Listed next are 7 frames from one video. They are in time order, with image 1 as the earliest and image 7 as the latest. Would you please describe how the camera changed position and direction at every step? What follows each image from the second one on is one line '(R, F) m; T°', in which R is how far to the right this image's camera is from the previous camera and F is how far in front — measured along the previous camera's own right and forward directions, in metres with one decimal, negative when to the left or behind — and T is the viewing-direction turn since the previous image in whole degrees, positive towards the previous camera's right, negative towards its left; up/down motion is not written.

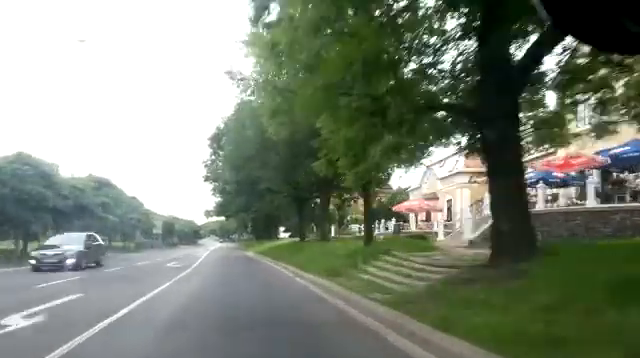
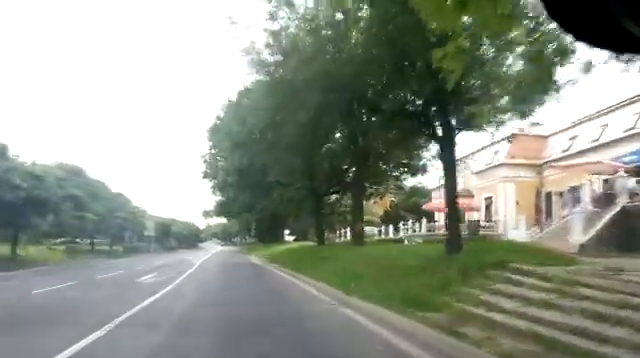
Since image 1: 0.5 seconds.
(+0.1, +7.4) m; 0°
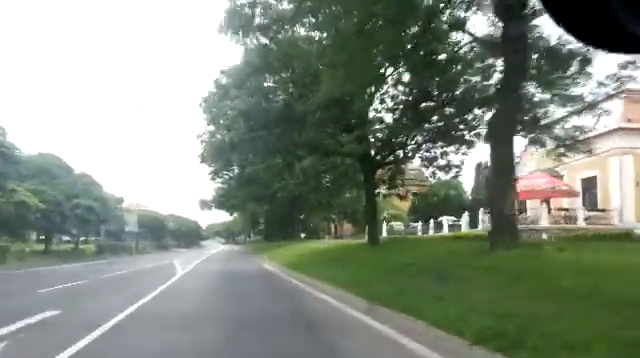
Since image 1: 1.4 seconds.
(0.0, +11.9) m; -1°
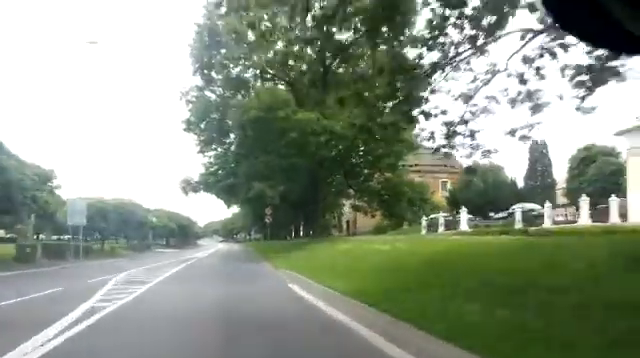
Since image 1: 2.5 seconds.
(-0.2, +14.6) m; 0°
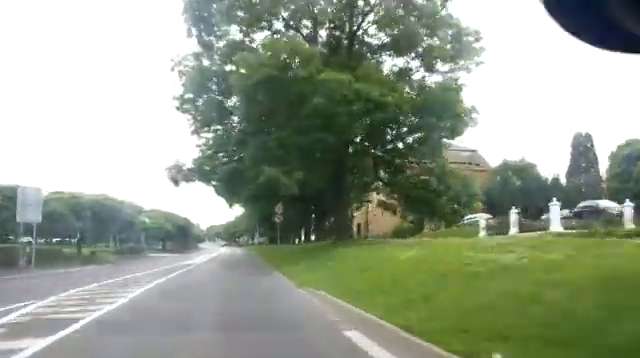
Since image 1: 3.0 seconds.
(-0.1, +7.4) m; 0°
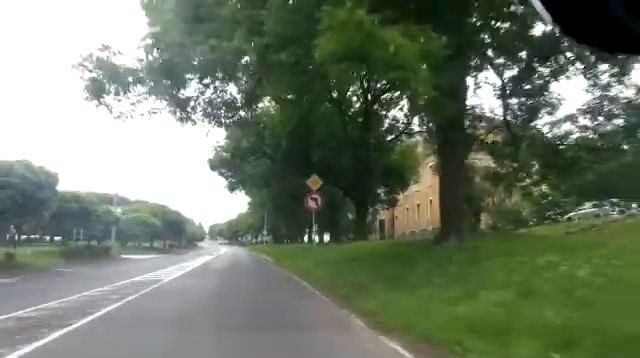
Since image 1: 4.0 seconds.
(+0.3, +14.6) m; +1°
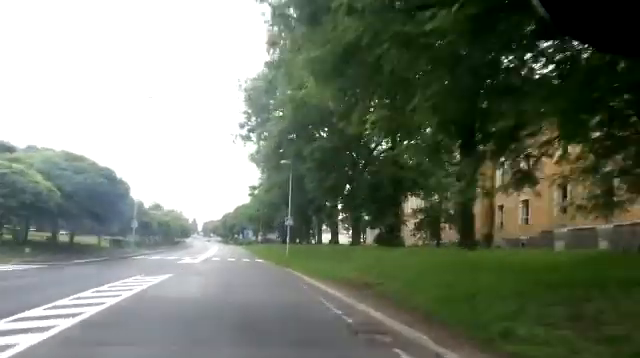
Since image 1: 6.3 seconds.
(-1.0, +32.9) m; -3°
